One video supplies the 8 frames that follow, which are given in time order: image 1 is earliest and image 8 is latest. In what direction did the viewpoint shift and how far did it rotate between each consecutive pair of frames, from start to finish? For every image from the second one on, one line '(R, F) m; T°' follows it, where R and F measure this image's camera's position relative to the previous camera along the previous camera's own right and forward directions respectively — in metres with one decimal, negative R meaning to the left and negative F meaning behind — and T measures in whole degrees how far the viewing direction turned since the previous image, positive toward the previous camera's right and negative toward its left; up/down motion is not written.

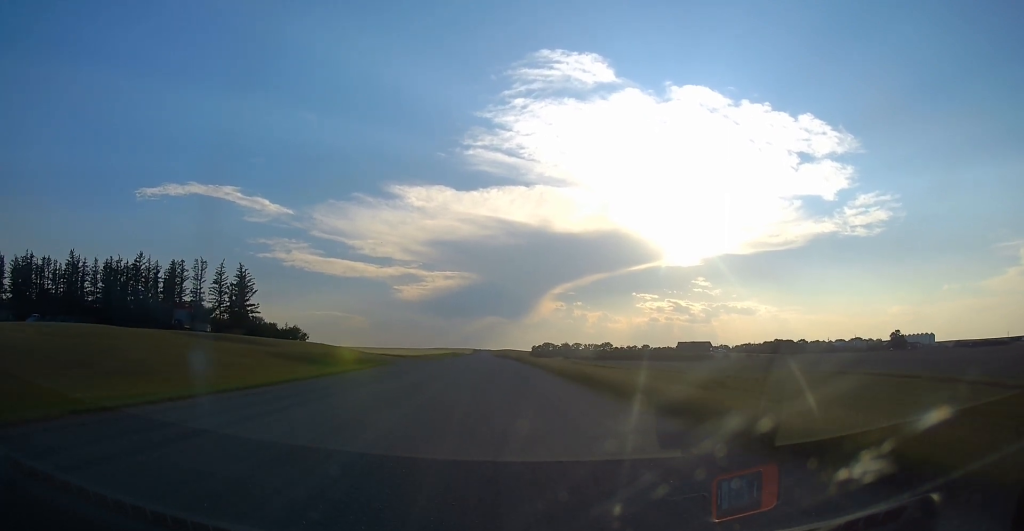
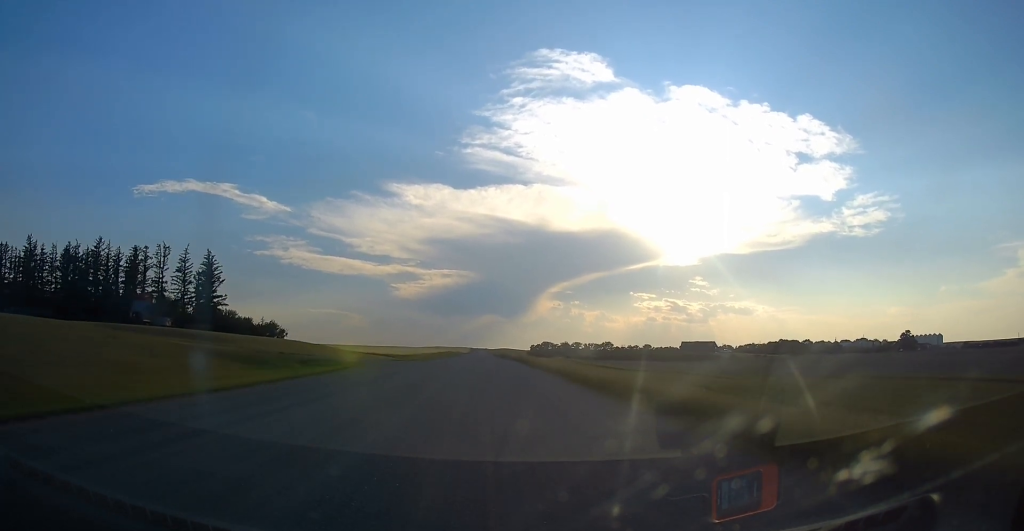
(+0.4, +12.6) m; 0°
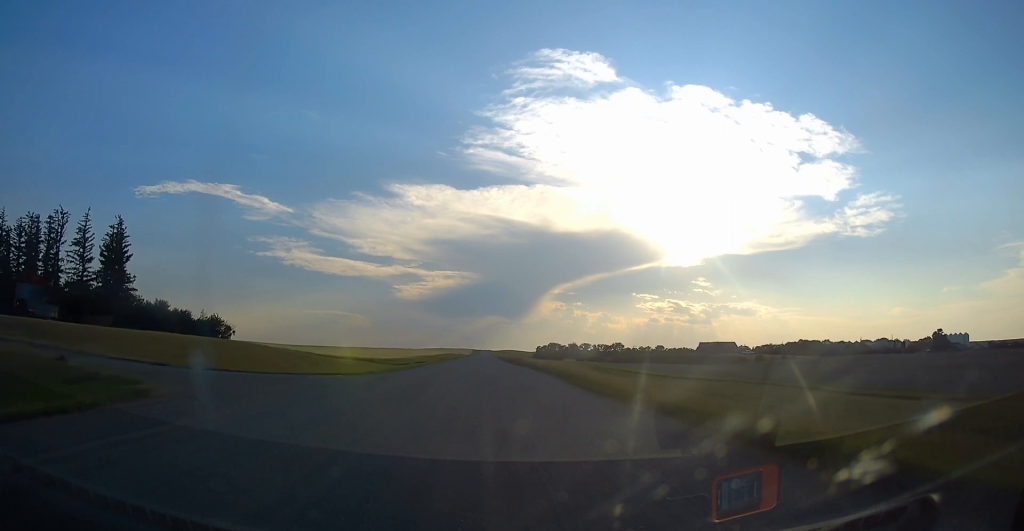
(-0.8, +26.7) m; -2°
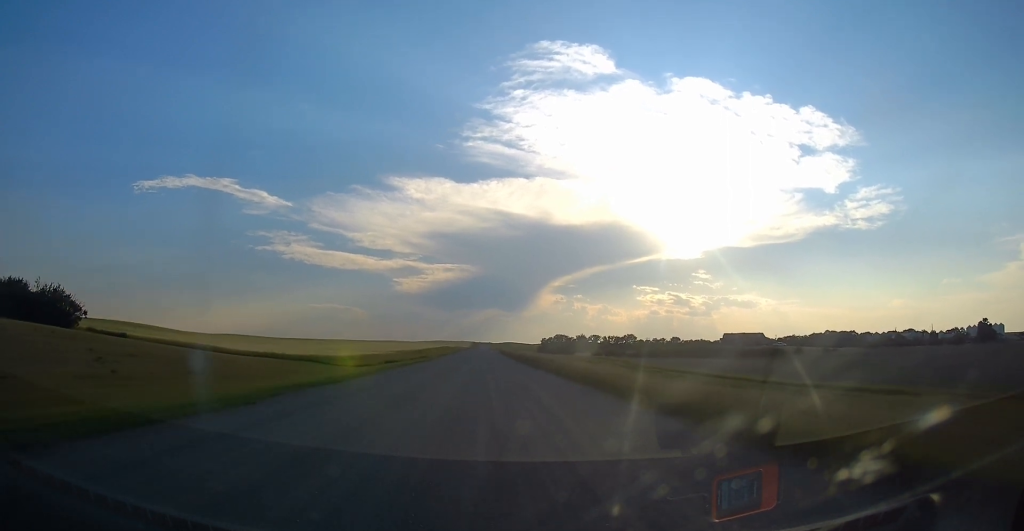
(0.0, +36.6) m; 0°
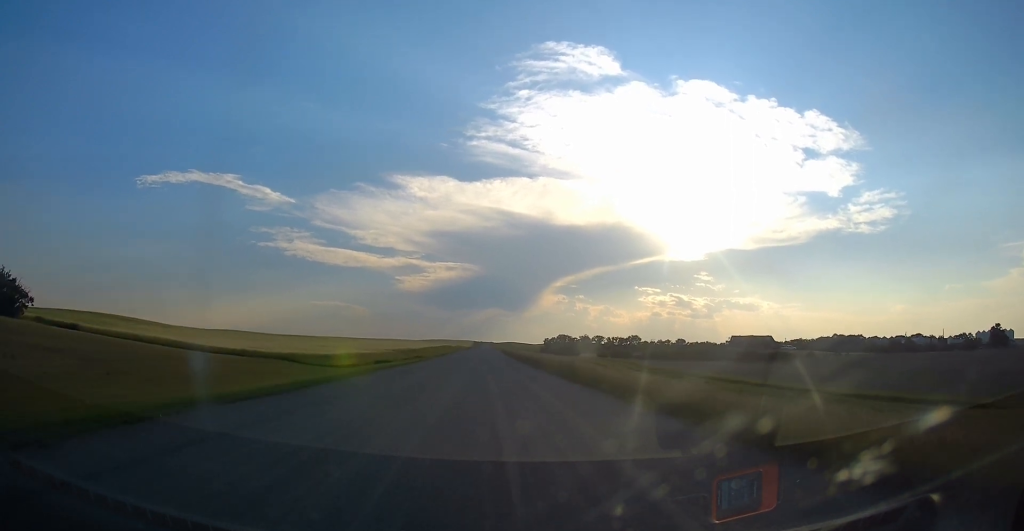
(0.0, +8.2) m; 0°
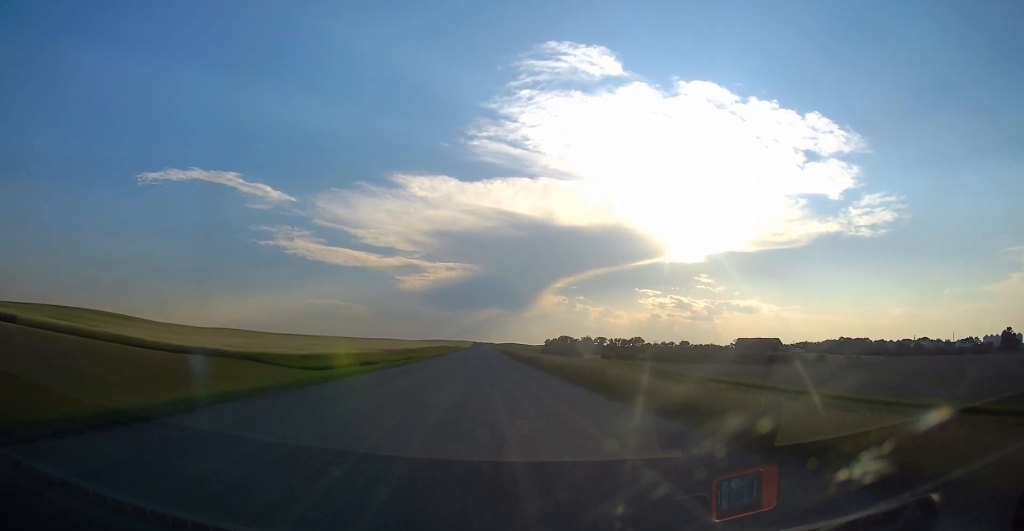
(0.0, +8.2) m; 0°
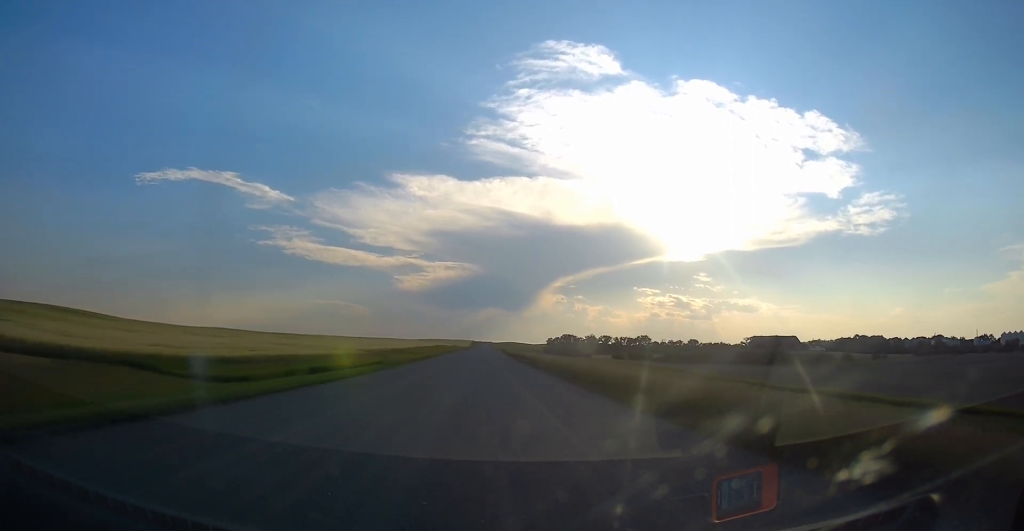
(0.0, +18.5) m; 0°
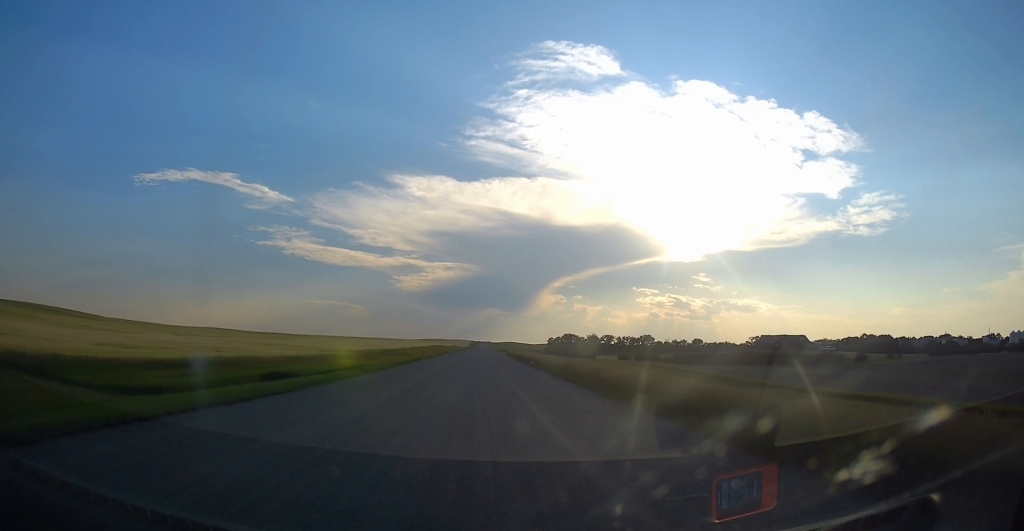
(0.0, +9.3) m; 0°
